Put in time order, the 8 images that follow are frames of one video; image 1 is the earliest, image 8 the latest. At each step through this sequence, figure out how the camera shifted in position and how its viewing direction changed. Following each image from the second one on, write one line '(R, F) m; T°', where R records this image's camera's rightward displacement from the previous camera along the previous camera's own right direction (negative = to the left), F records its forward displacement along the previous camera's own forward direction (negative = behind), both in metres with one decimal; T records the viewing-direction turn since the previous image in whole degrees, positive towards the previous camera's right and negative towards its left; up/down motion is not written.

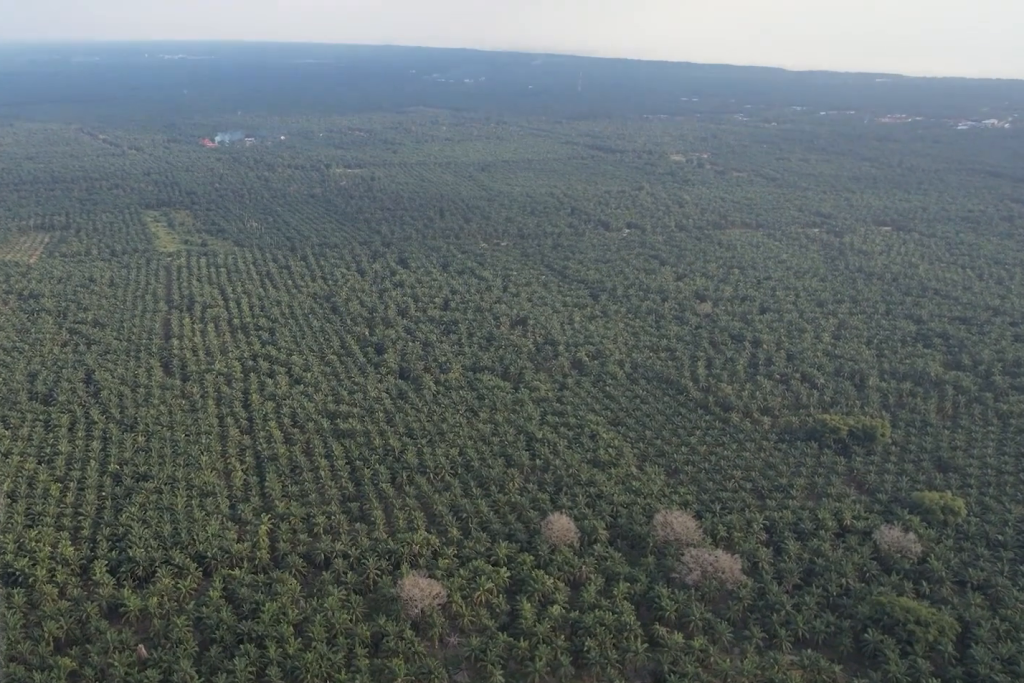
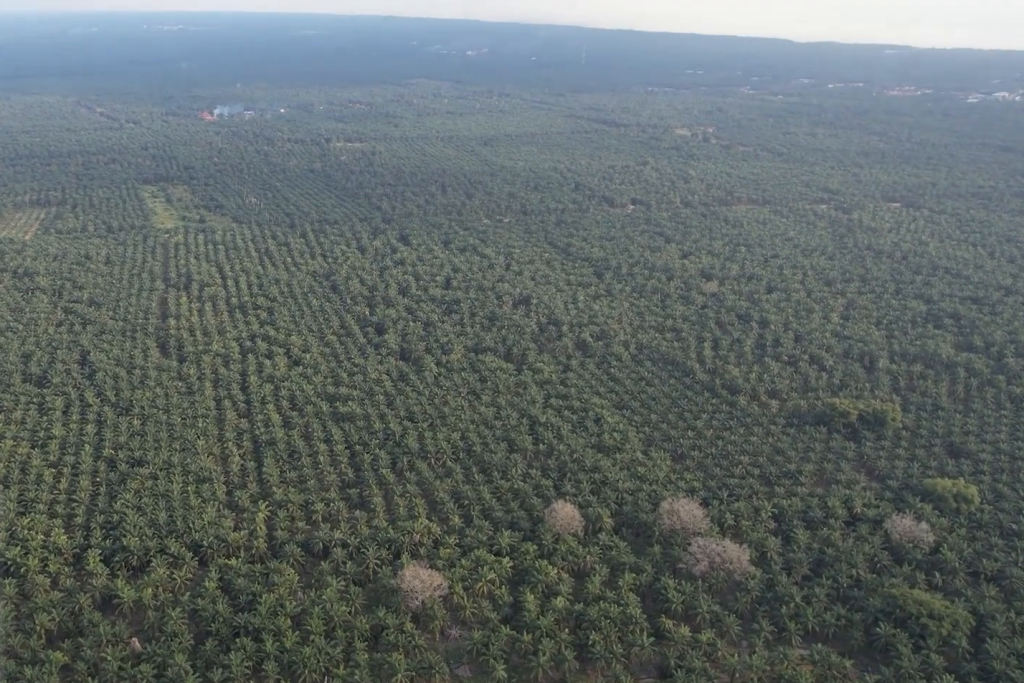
(0.0, +10.7) m; 0°
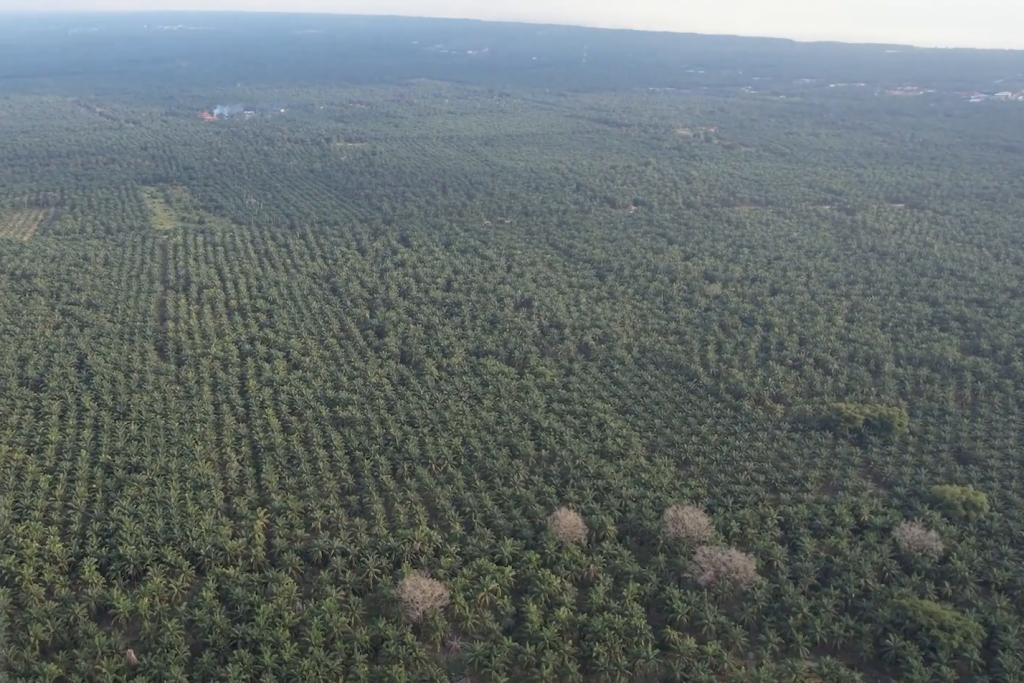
(0.0, +6.5) m; 0°
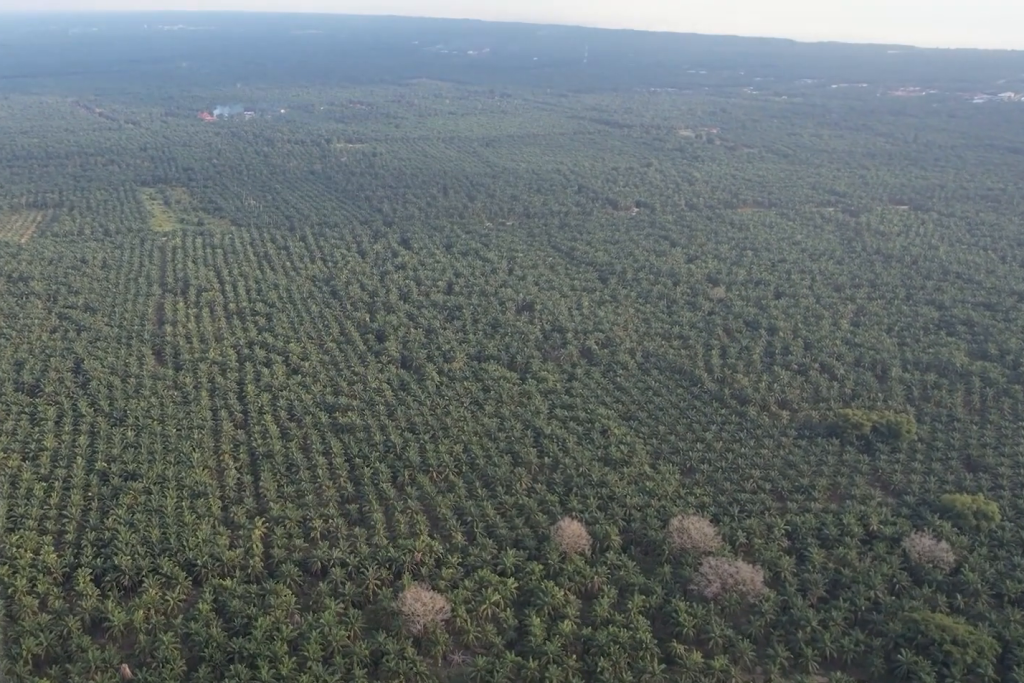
(0.0, +7.1) m; 0°
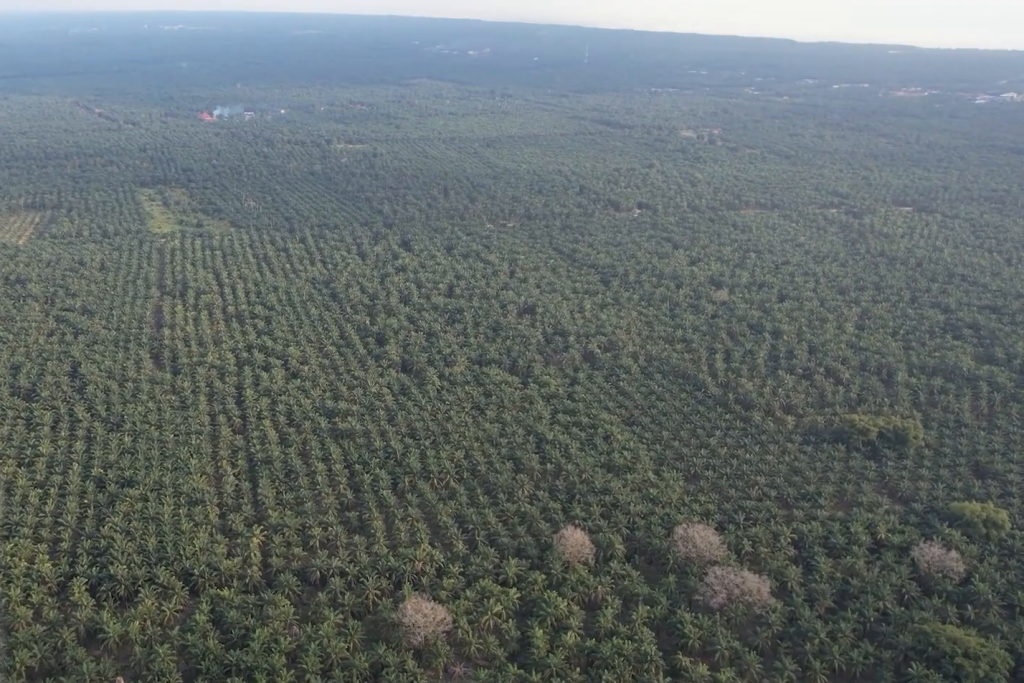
(0.0, +5.9) m; 0°
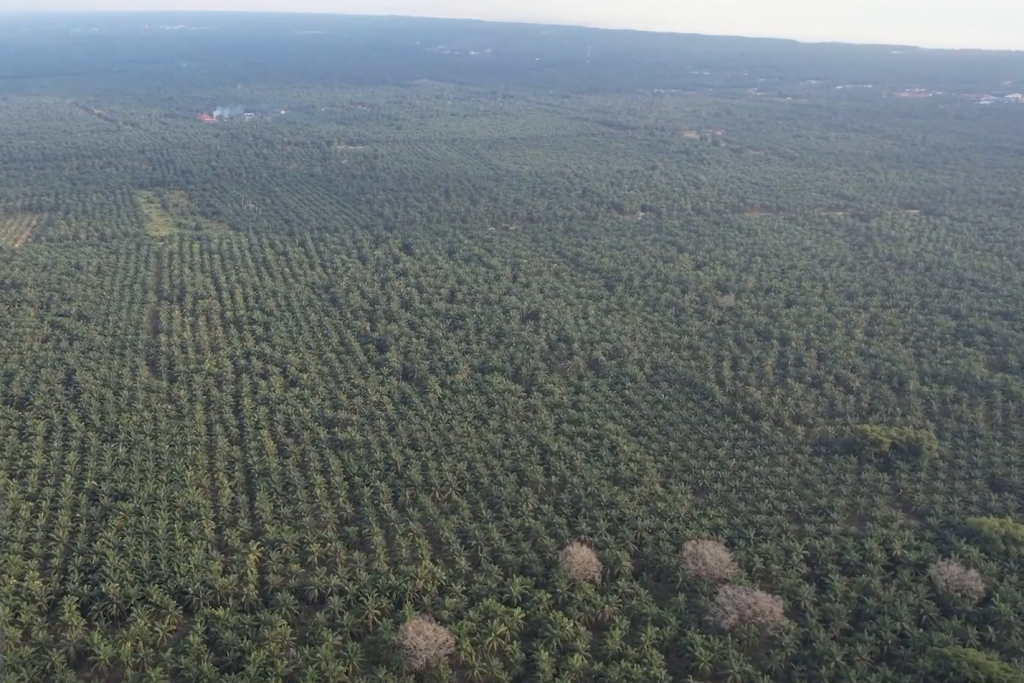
(0.0, +11.2) m; 0°
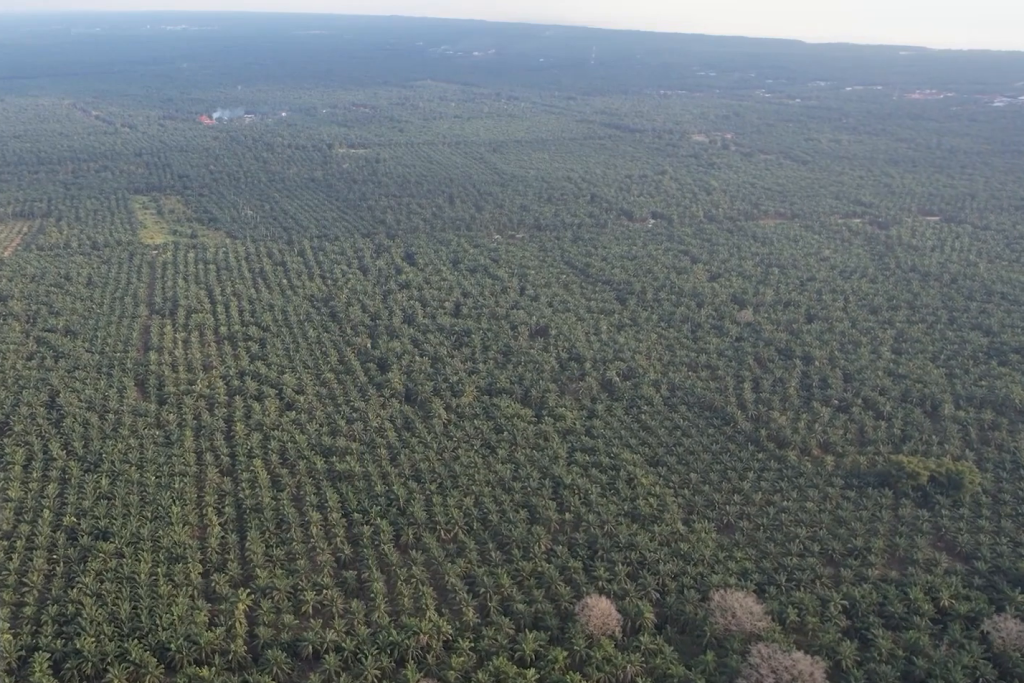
(0.0, +31.1) m; 0°
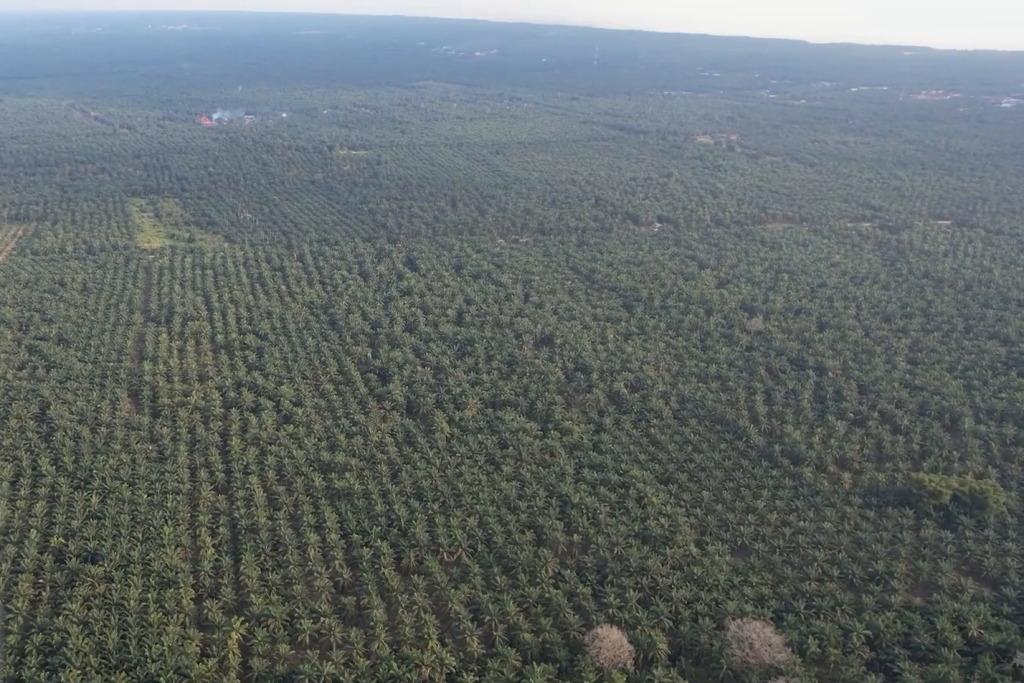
(0.0, +16.2) m; 0°
